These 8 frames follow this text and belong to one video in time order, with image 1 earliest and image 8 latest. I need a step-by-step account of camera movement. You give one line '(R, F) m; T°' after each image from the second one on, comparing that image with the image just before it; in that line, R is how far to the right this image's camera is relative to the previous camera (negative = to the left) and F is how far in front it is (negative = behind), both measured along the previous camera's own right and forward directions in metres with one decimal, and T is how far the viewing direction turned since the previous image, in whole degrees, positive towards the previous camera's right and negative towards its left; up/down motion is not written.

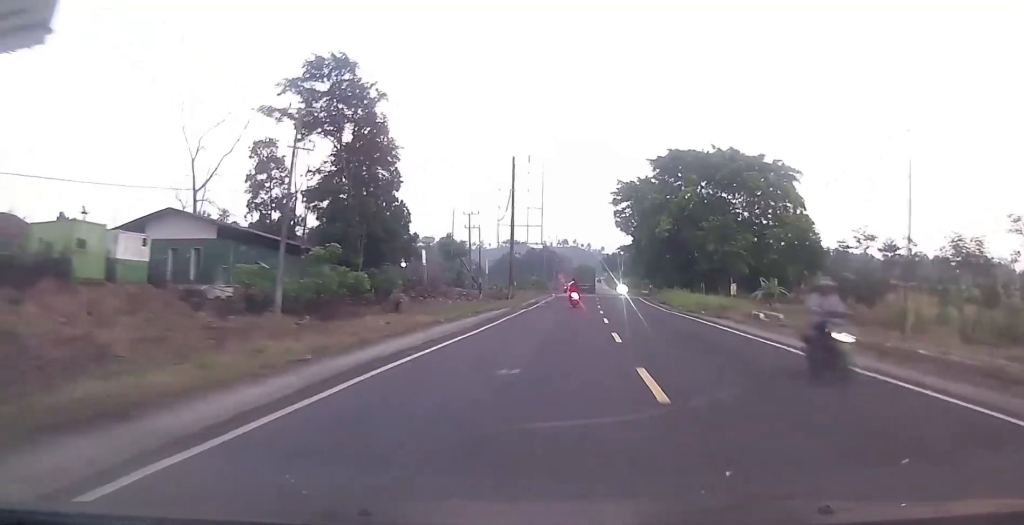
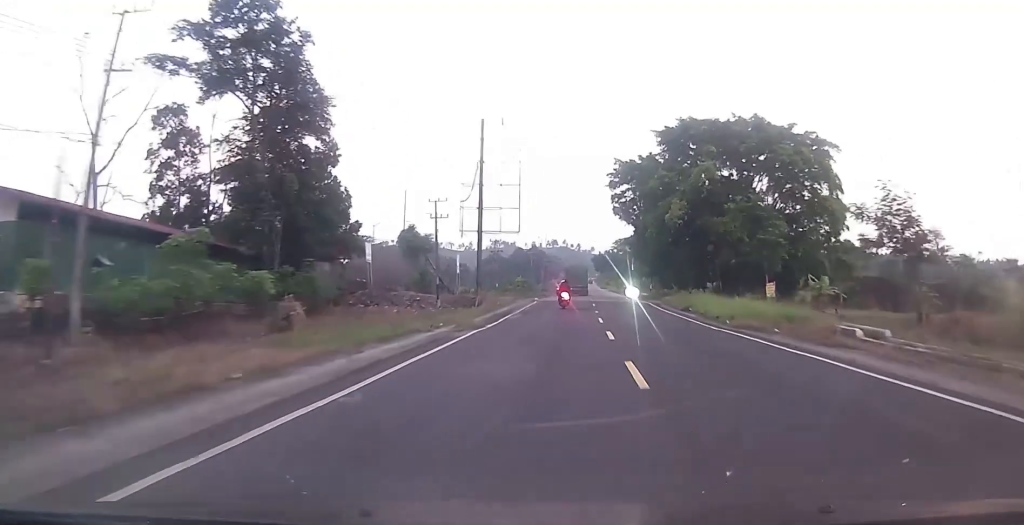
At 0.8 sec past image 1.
(+0.1, +15.3) m; -1°
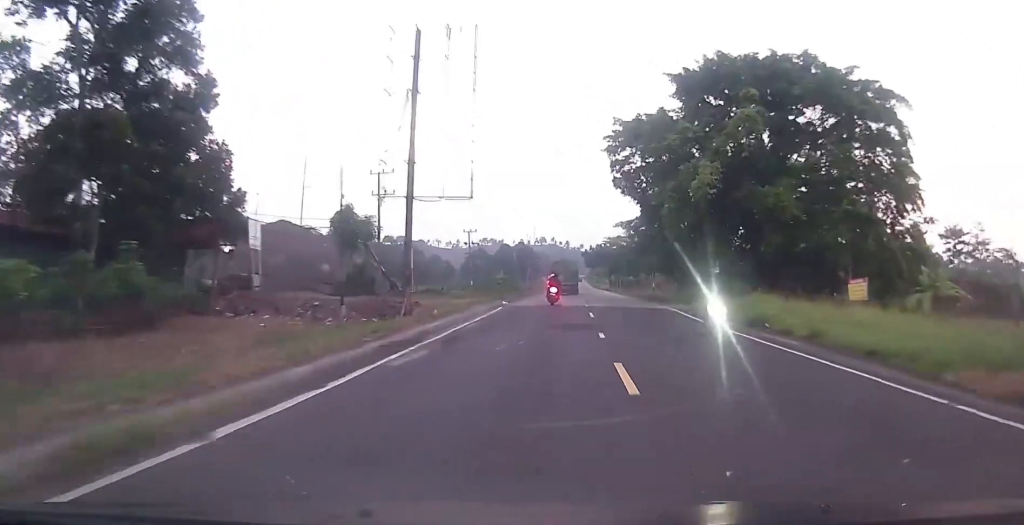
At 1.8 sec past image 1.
(-0.6, +18.0) m; 0°
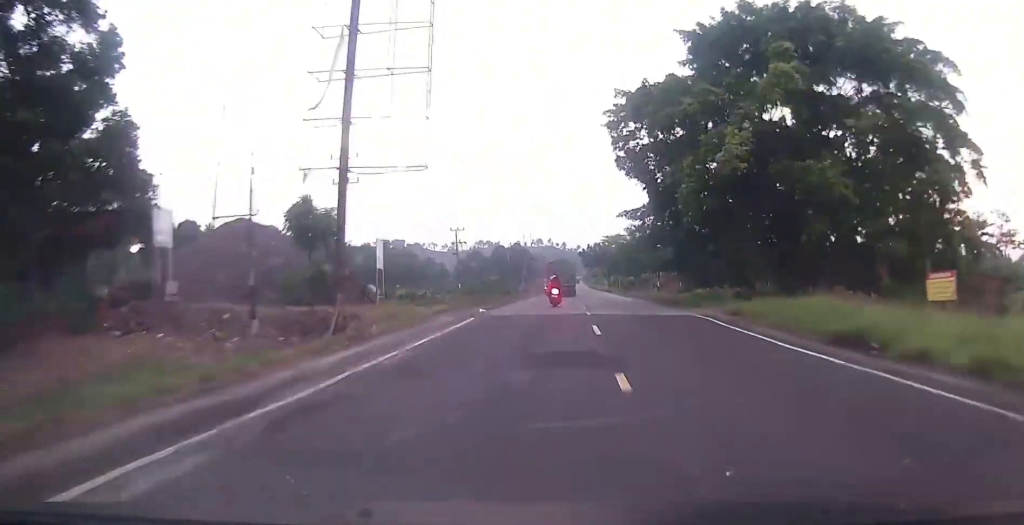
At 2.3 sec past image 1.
(+0.2, +8.7) m; +1°
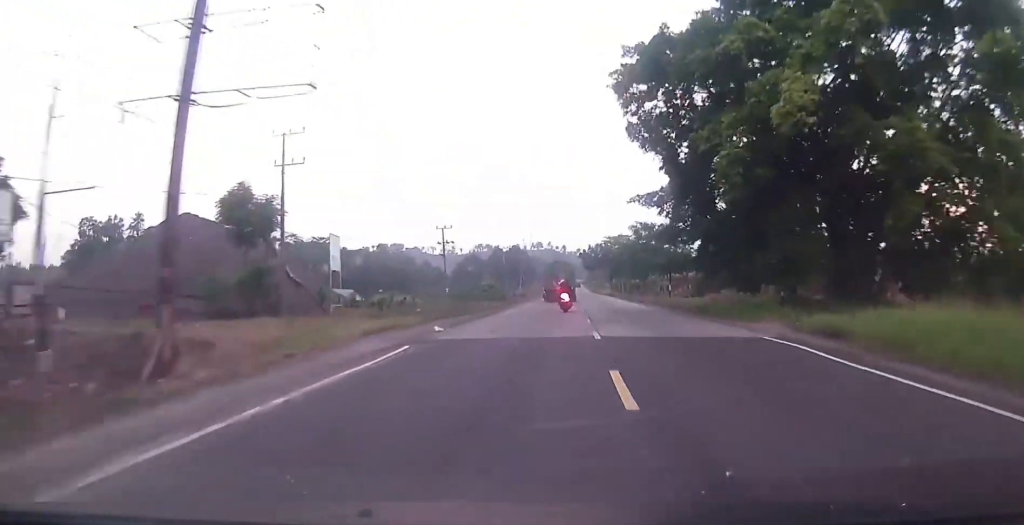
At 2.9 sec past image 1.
(+0.1, +10.2) m; +1°
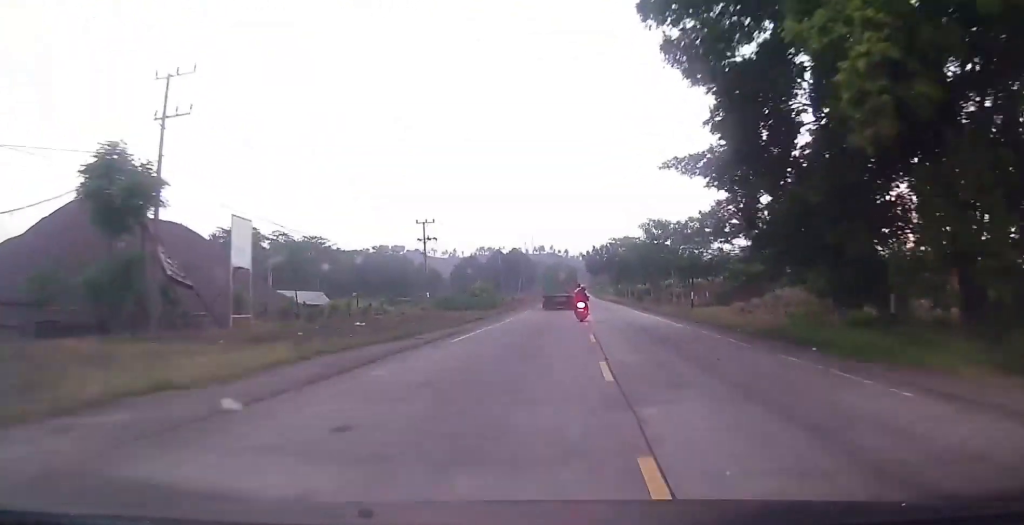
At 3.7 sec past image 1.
(+0.3, +13.0) m; +1°
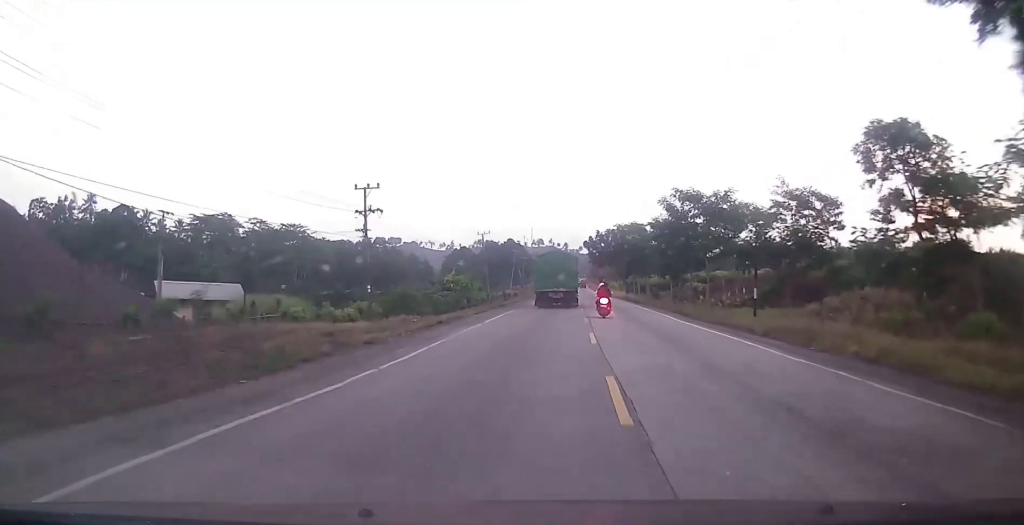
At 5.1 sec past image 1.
(-0.4, +20.8) m; -2°
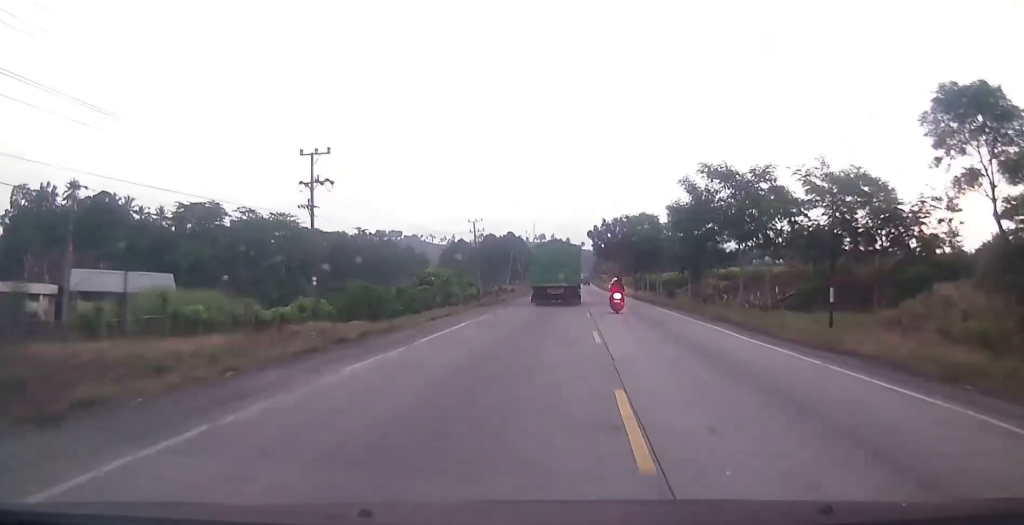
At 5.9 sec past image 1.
(-0.1, +11.5) m; 0°
